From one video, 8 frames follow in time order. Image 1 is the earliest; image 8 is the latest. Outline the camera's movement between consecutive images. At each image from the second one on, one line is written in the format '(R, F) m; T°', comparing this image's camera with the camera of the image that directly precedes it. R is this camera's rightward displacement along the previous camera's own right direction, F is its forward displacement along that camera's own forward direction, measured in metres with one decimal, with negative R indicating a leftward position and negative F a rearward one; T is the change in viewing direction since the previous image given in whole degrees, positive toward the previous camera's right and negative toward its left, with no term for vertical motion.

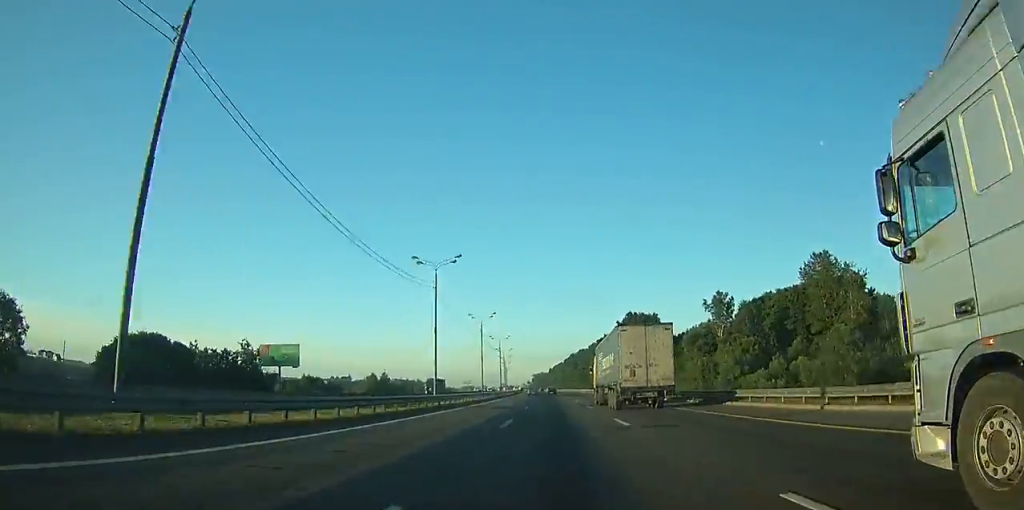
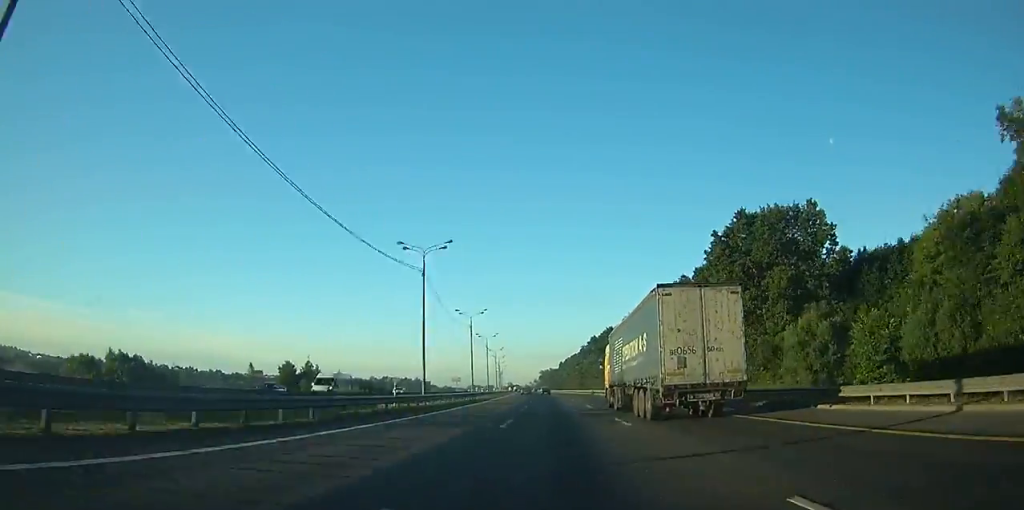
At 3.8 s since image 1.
(-0.7, +95.5) m; -1°
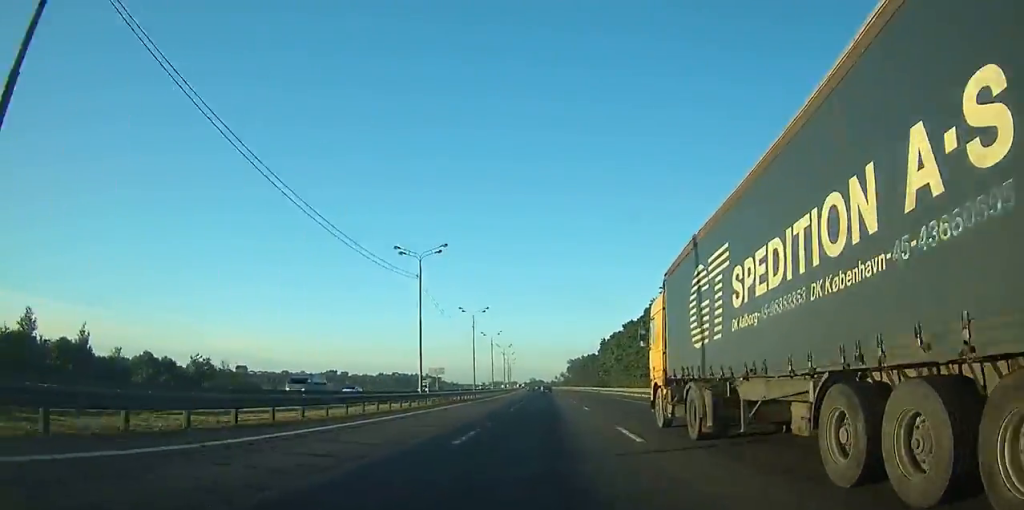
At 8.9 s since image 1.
(-2.9, +129.6) m; -2°
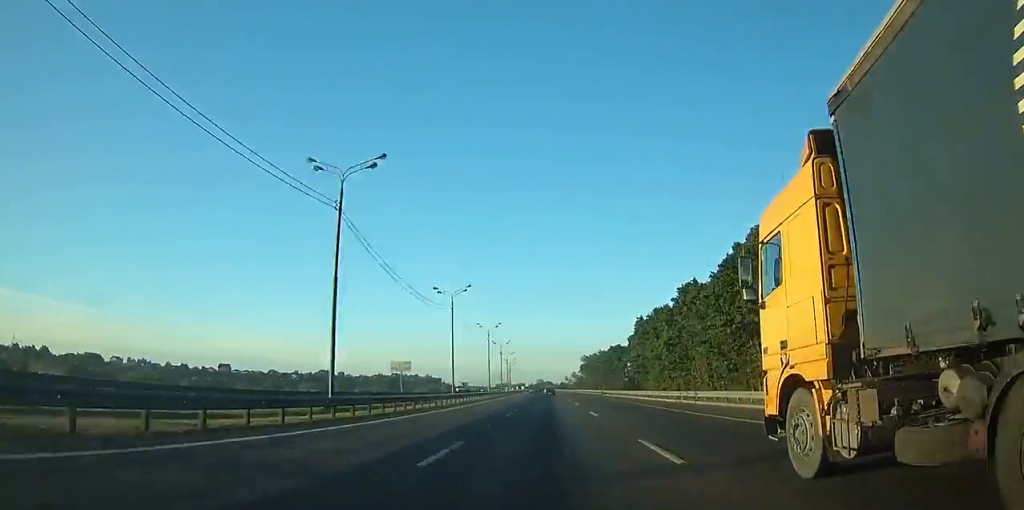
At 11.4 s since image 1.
(-0.6, +64.4) m; -1°
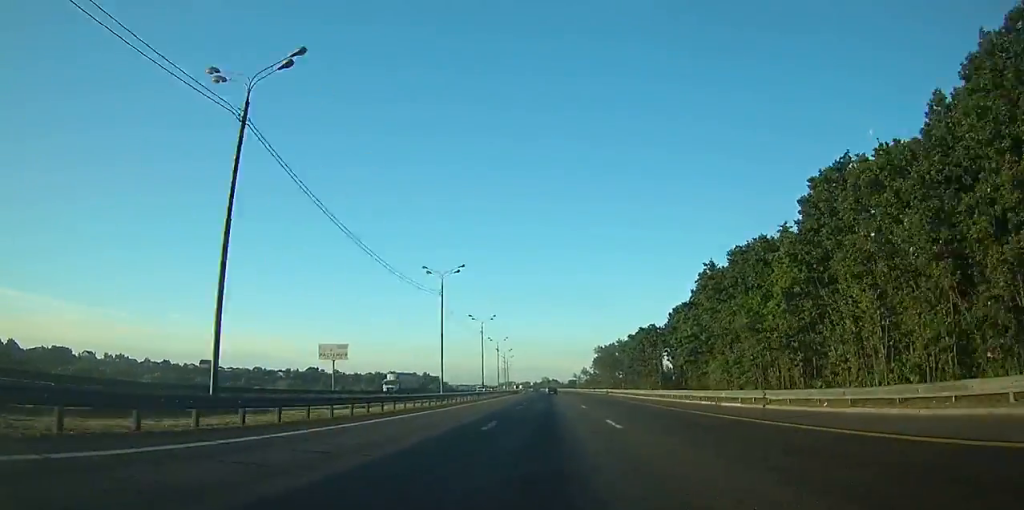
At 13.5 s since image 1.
(-0.3, +54.2) m; -1°
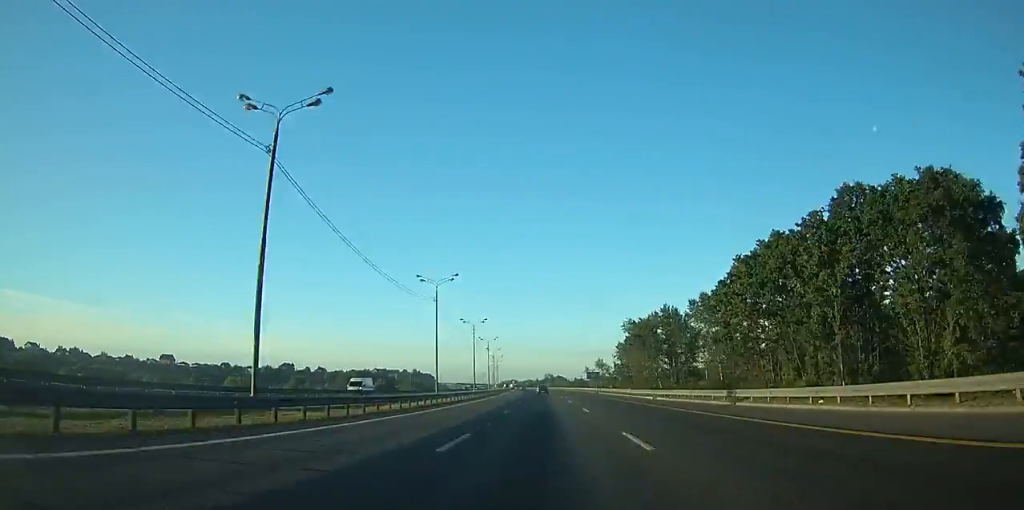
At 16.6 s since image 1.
(-0.5, +83.1) m; -1°
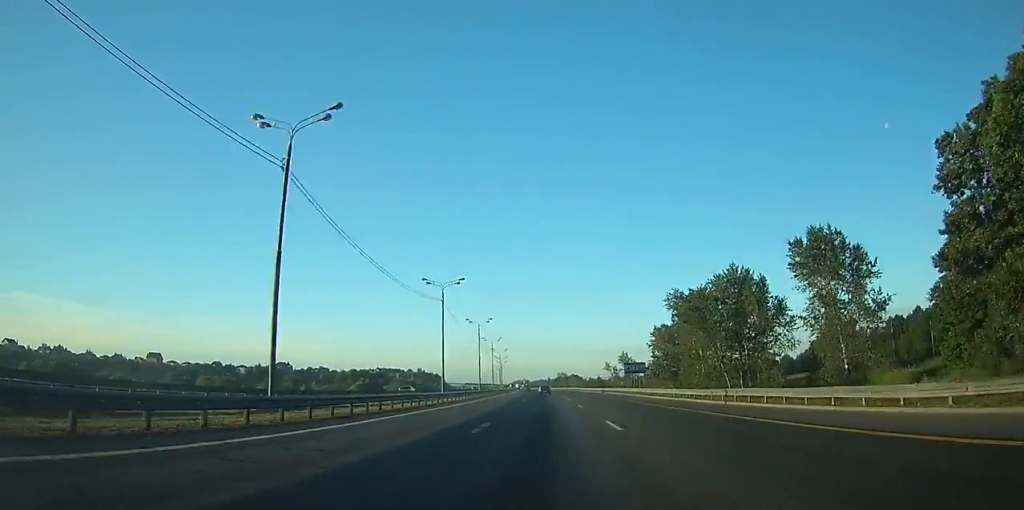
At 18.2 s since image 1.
(-0.3, +45.6) m; -1°
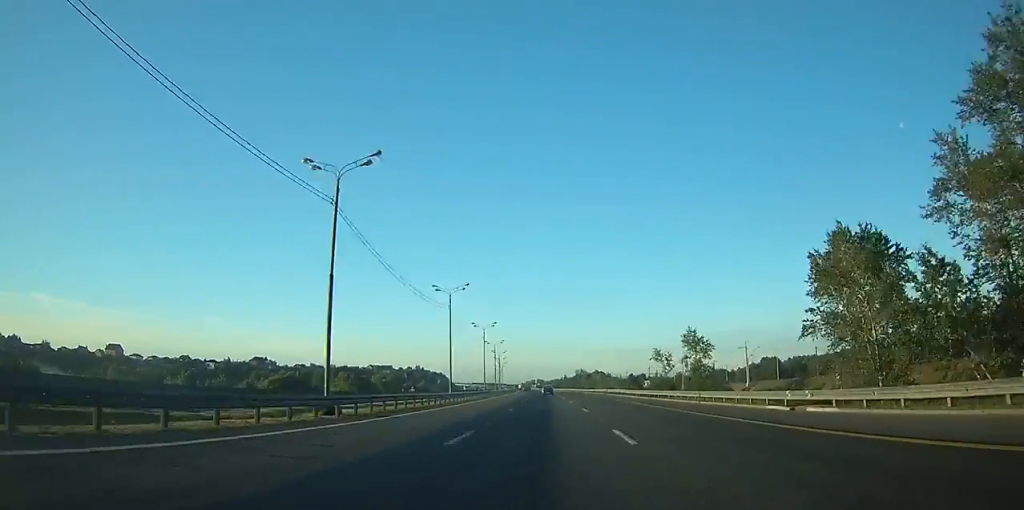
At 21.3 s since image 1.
(-1.2, +84.7) m; -2°
